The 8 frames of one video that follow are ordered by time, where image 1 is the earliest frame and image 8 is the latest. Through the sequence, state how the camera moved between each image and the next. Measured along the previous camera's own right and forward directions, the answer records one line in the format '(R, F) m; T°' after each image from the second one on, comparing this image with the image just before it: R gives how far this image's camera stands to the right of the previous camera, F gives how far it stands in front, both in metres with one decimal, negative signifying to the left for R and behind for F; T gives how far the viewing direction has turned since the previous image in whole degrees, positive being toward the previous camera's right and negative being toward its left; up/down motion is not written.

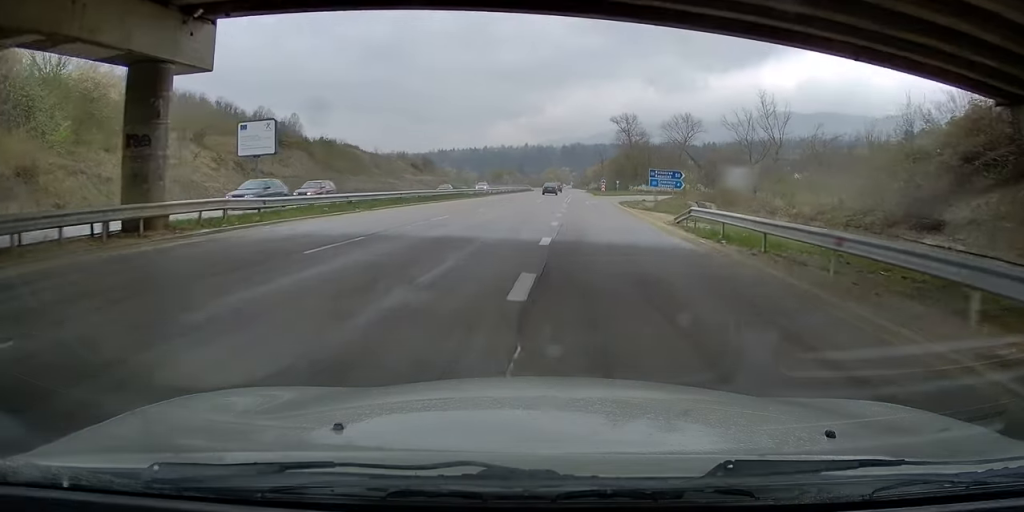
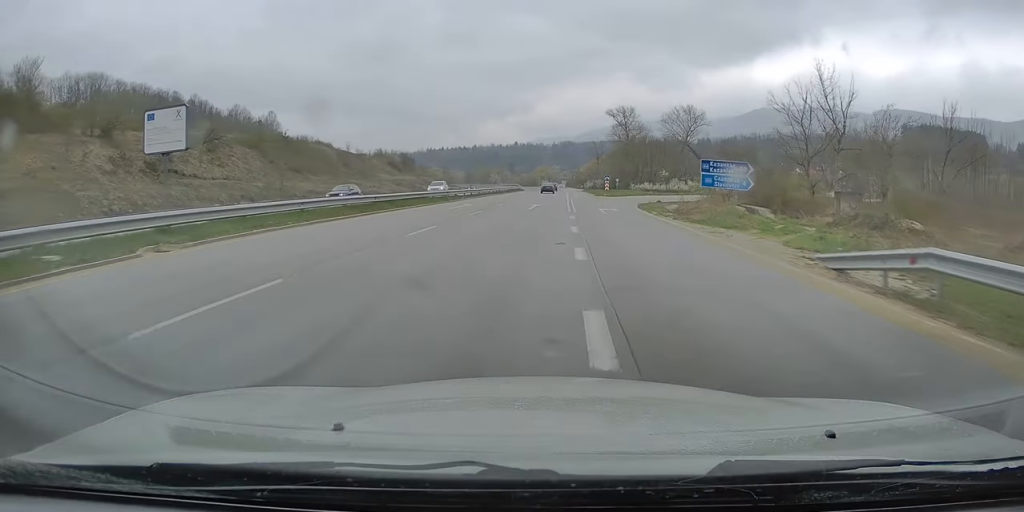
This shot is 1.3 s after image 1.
(-0.2, +15.0) m; 0°
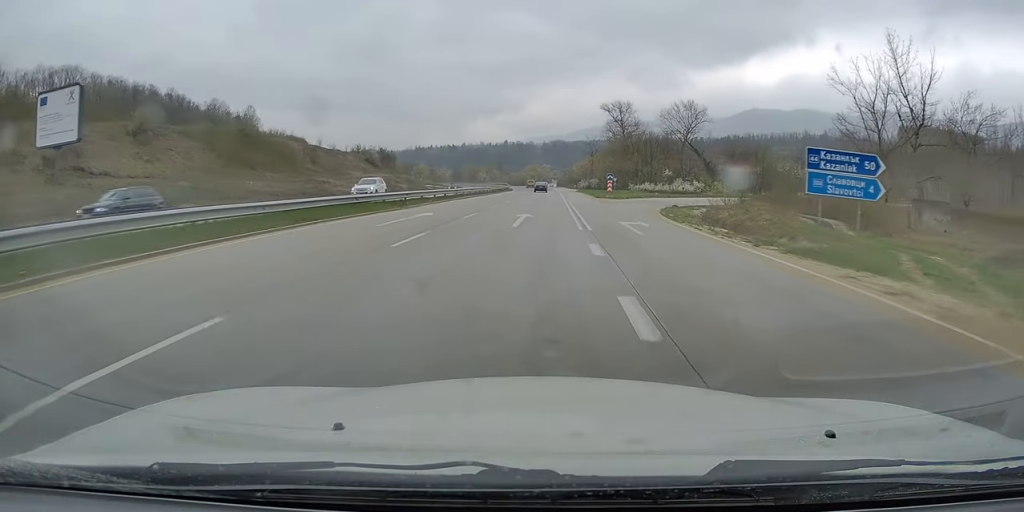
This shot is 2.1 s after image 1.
(+0.1, +11.8) m; +1°
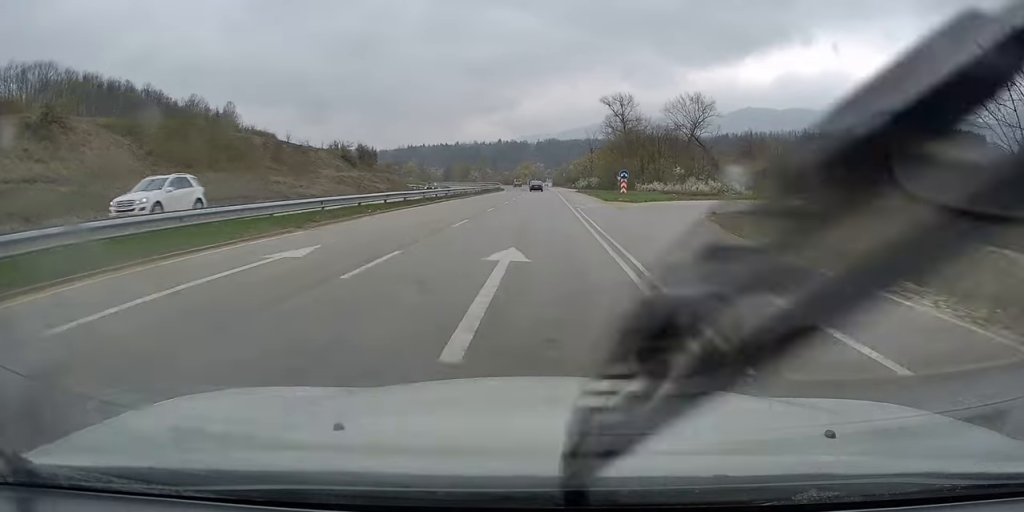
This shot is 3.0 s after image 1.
(+0.1, +13.3) m; +1°
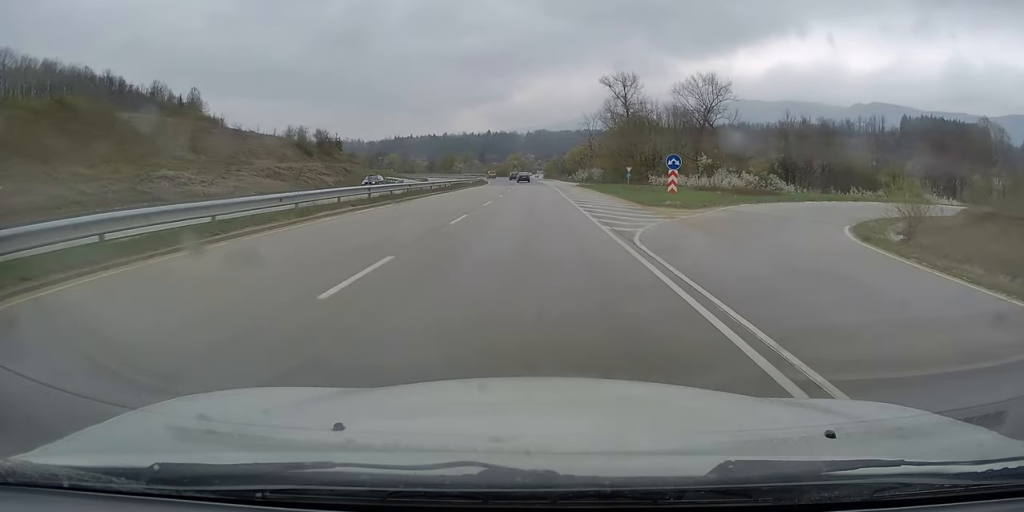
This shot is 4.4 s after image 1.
(0.0, +20.2) m; +1°
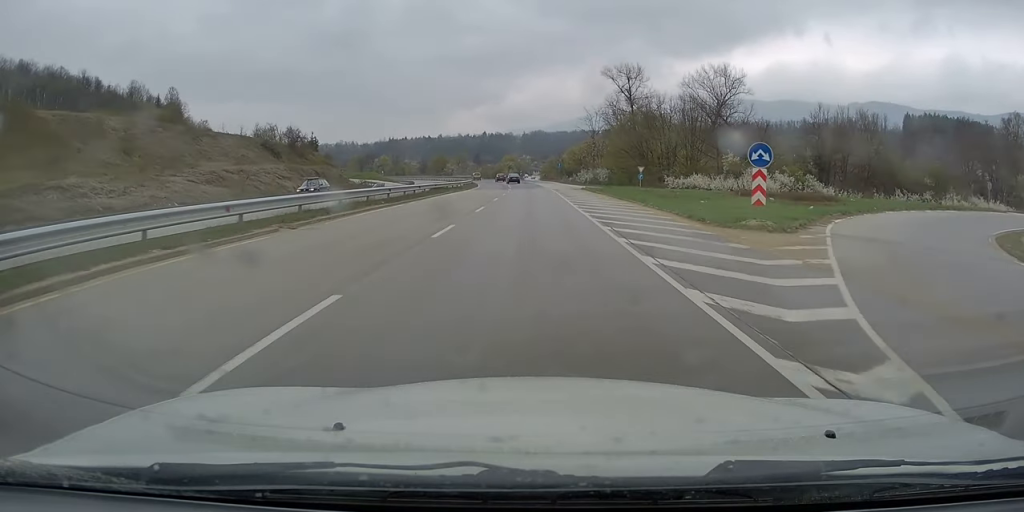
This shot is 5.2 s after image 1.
(+0.2, +12.2) m; +1°
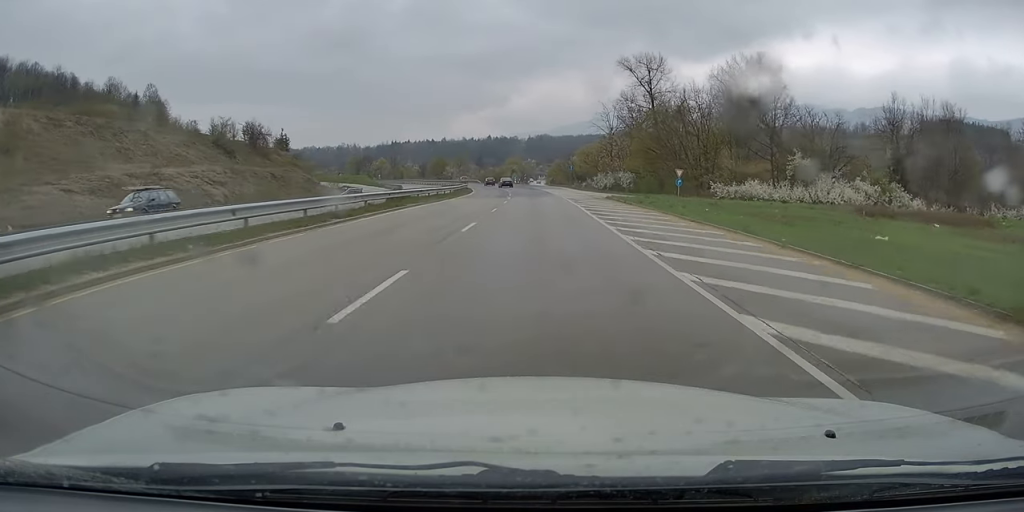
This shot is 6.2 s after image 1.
(+0.1, +16.8) m; 0°
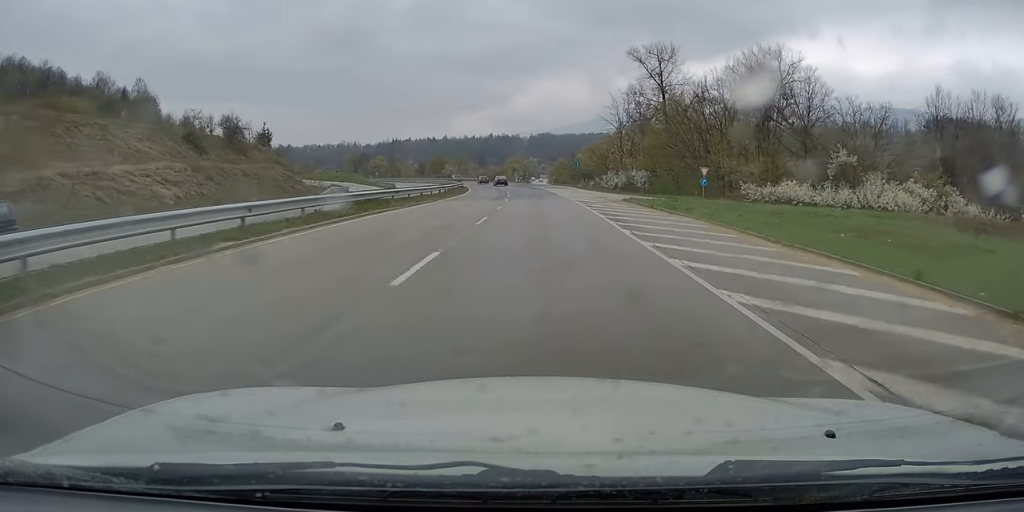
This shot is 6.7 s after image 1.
(0.0, +7.6) m; 0°
